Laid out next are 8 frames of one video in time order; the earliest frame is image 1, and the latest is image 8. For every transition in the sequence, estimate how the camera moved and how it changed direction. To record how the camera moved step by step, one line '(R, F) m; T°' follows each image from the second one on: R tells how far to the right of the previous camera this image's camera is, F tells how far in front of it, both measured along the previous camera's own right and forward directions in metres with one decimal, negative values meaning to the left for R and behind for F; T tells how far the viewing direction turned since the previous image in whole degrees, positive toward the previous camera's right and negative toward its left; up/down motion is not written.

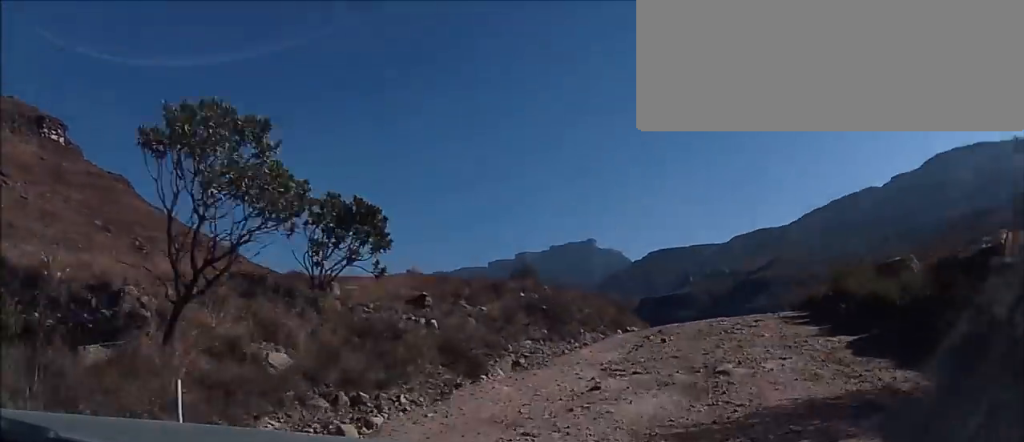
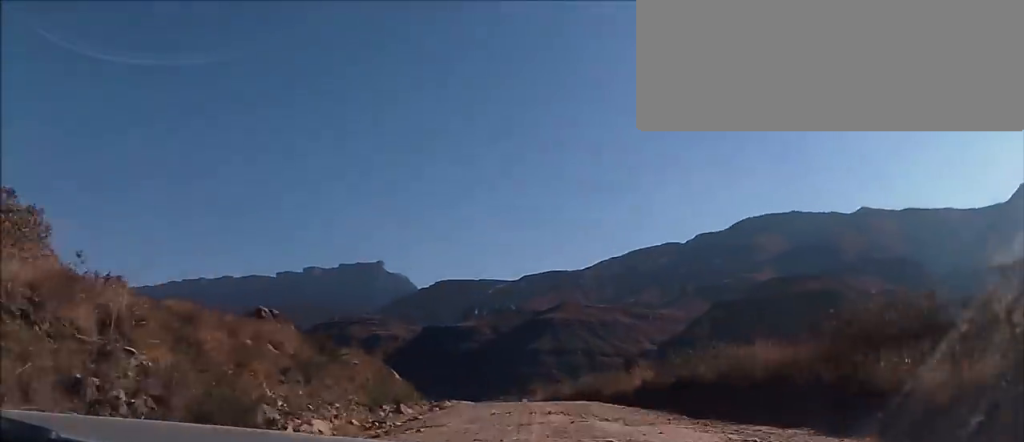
(+5.8, +24.0) m; +10°
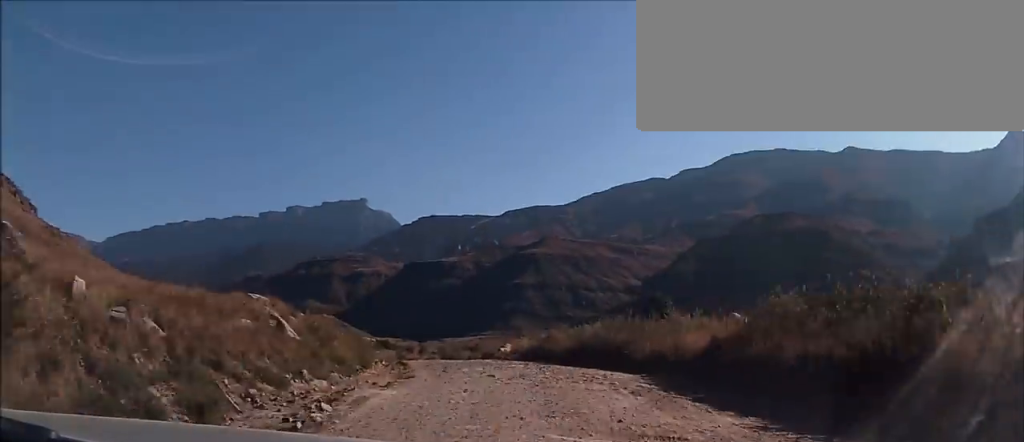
(+0.5, +15.3) m; +1°
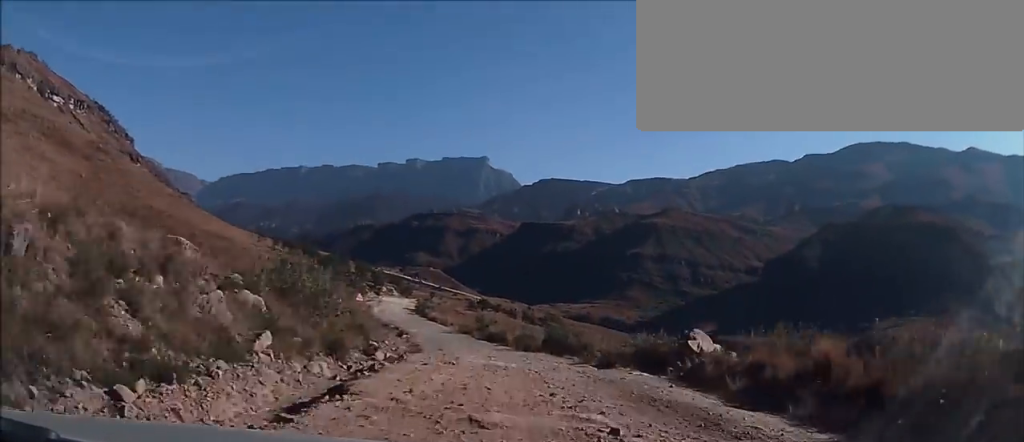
(-1.7, +37.2) m; -7°
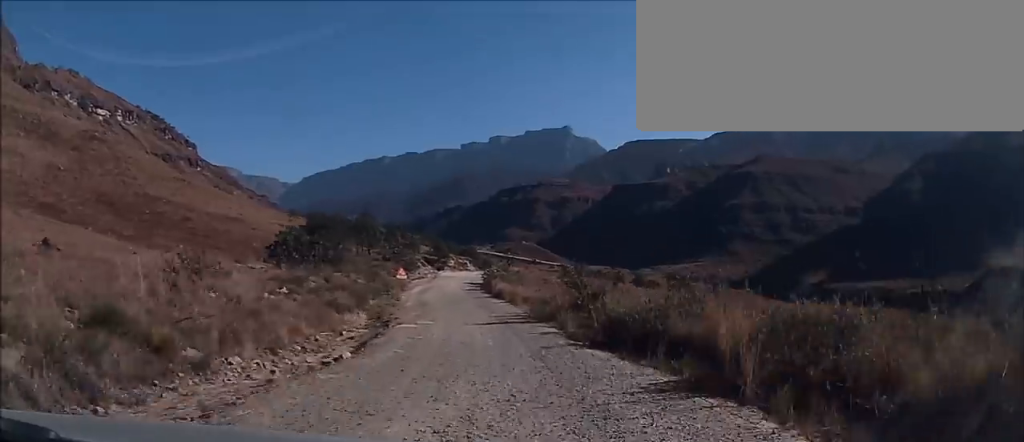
(-3.4, +41.6) m; -8°
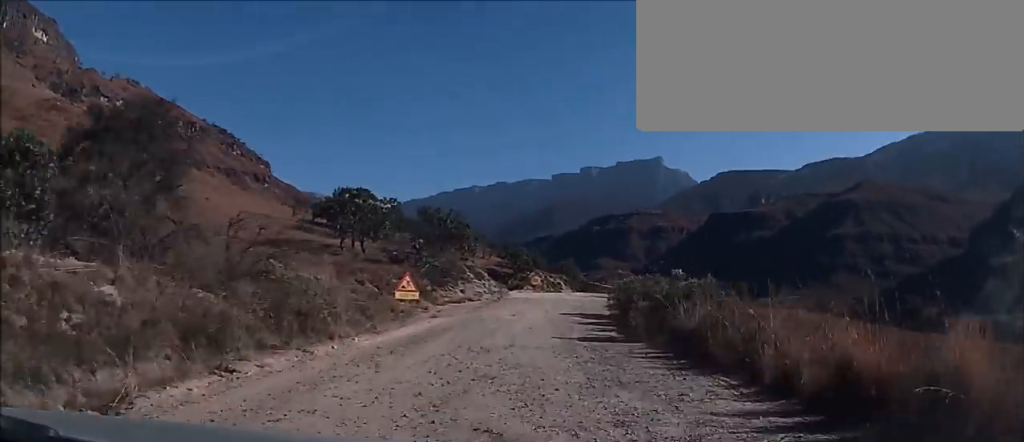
(-2.0, +38.6) m; -2°
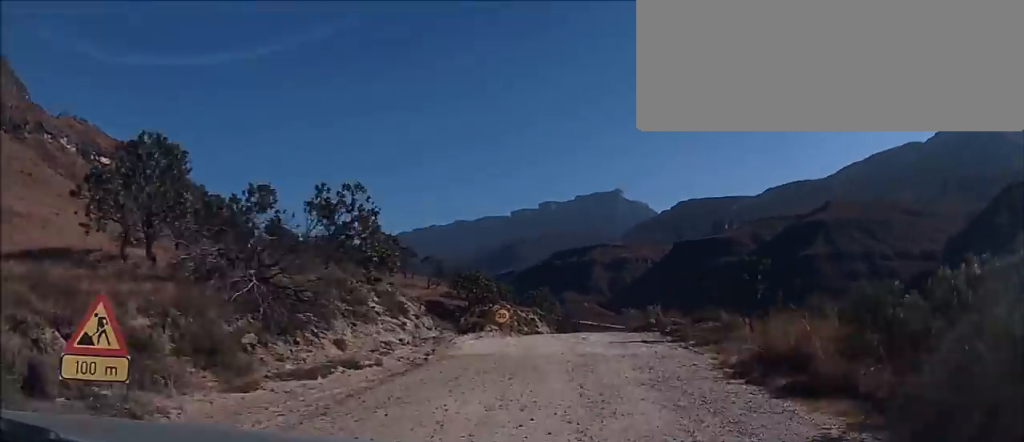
(-0.6, +19.2) m; +1°
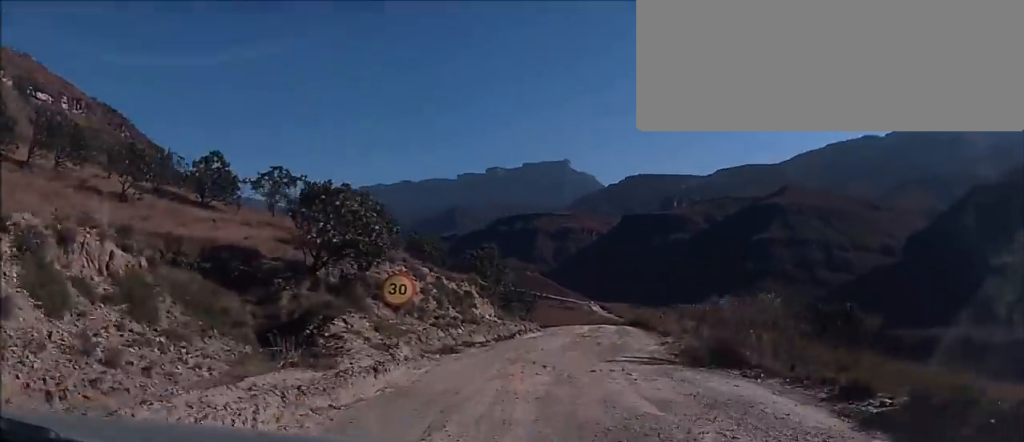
(+1.3, +27.2) m; +6°
